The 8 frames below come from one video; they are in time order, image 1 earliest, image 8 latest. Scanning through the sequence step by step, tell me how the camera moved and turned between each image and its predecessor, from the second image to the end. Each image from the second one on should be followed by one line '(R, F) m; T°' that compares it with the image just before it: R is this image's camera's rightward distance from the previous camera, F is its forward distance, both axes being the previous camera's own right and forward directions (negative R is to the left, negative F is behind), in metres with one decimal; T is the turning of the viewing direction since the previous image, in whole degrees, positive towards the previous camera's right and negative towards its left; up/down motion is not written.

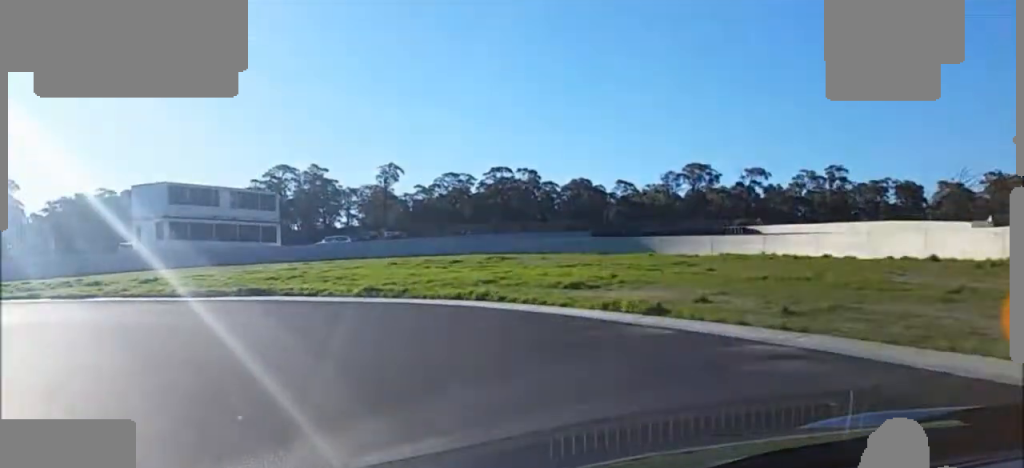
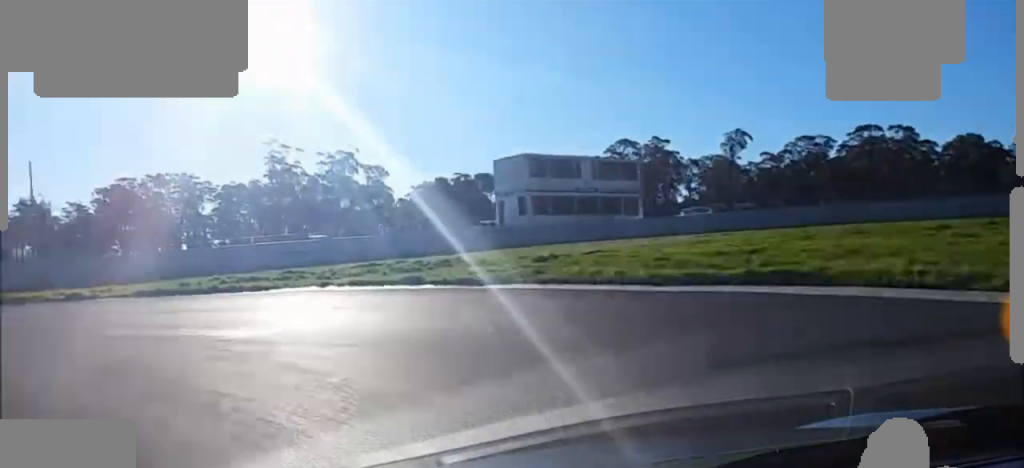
(-2.6, +8.7) m; -21°
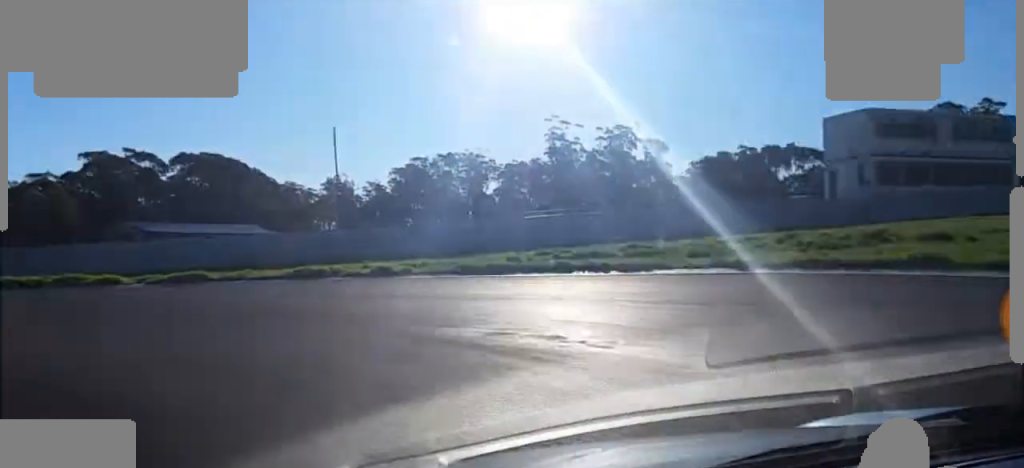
(-2.3, +8.4) m; -19°
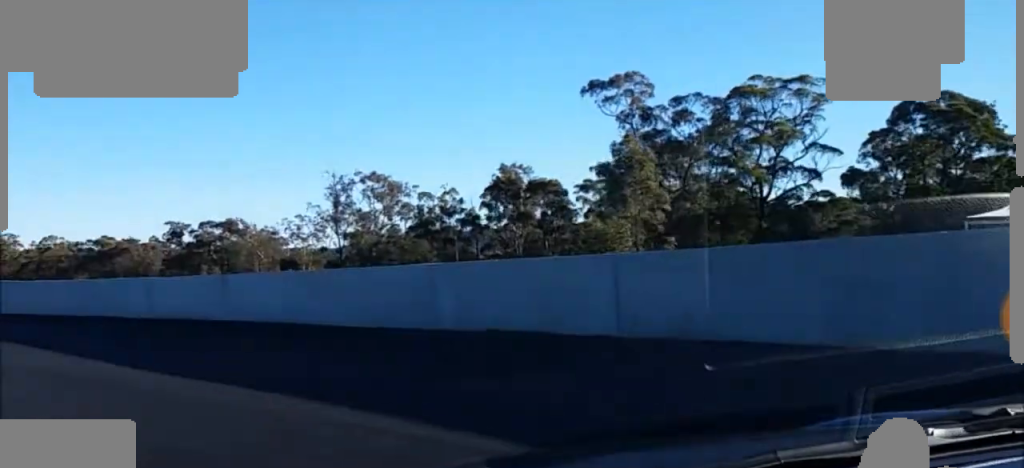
(-16.8, +30.6) m; -65°
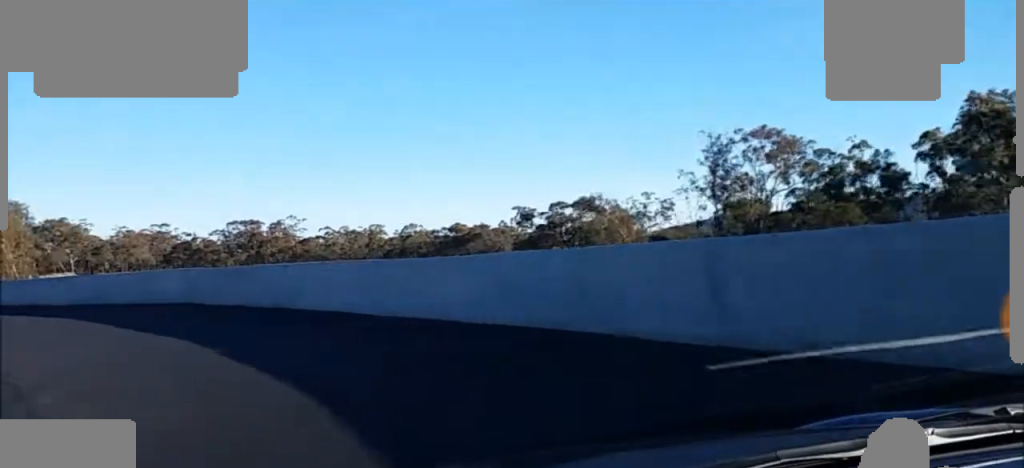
(-3.5, +16.4) m; -25°
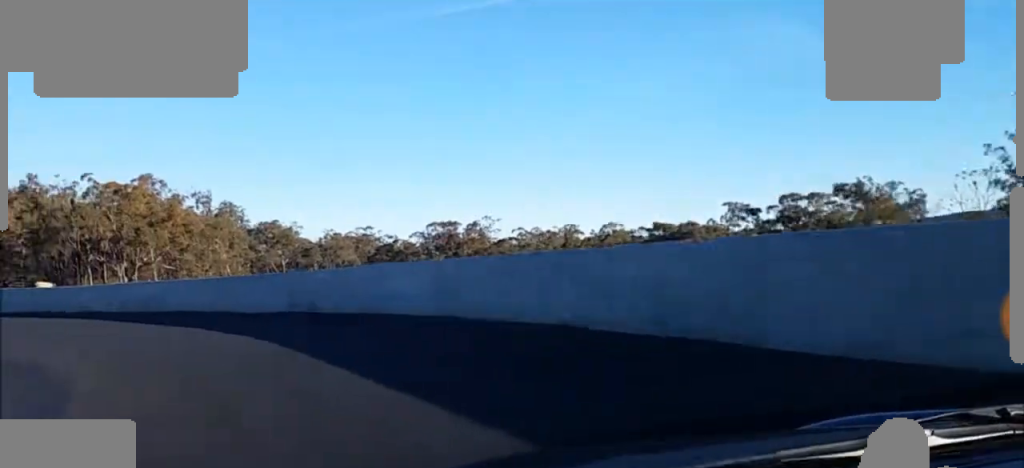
(-2.0, +11.3) m; -12°
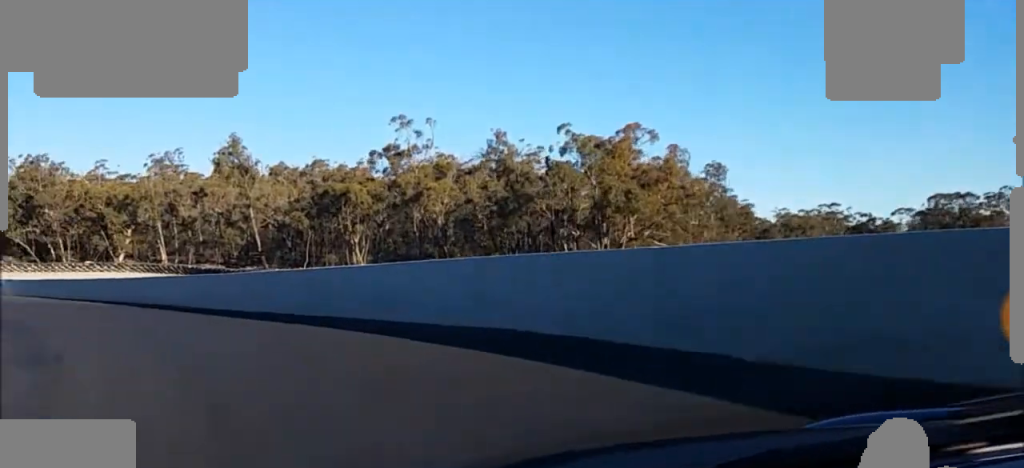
(-7.8, +32.2) m; -25°
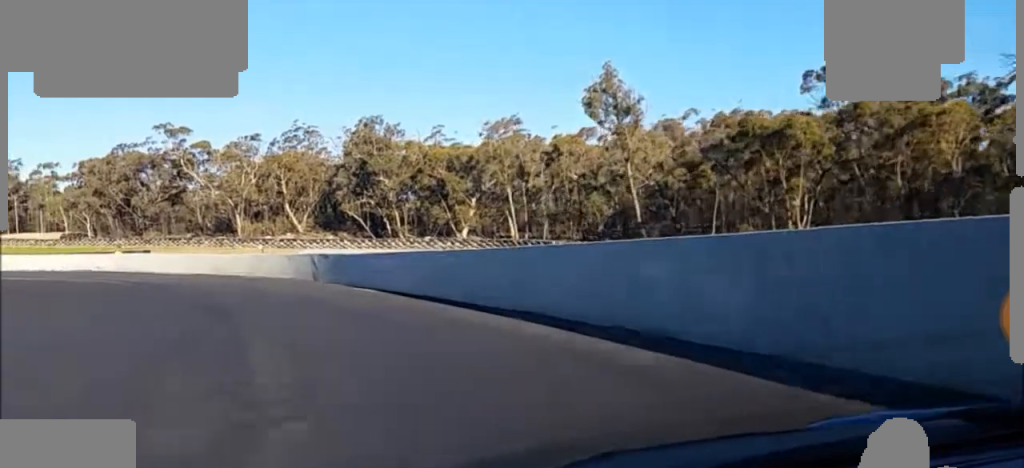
(-5.6, +30.5) m; -20°
